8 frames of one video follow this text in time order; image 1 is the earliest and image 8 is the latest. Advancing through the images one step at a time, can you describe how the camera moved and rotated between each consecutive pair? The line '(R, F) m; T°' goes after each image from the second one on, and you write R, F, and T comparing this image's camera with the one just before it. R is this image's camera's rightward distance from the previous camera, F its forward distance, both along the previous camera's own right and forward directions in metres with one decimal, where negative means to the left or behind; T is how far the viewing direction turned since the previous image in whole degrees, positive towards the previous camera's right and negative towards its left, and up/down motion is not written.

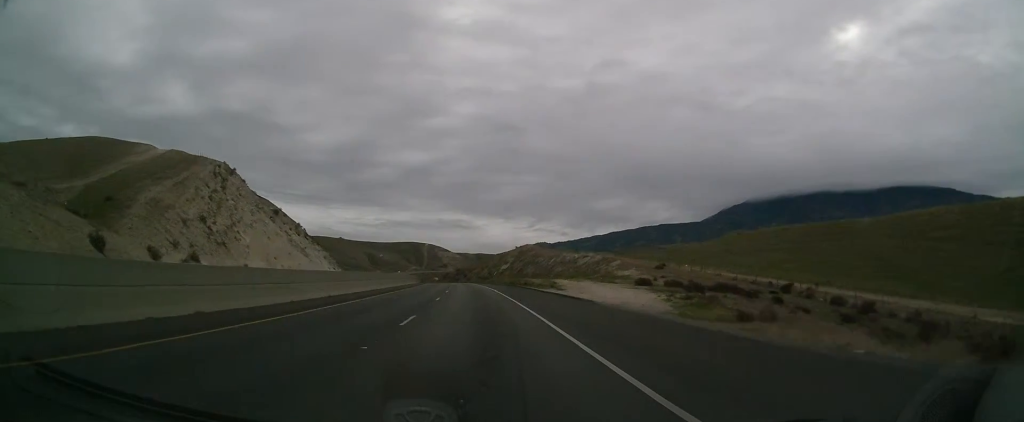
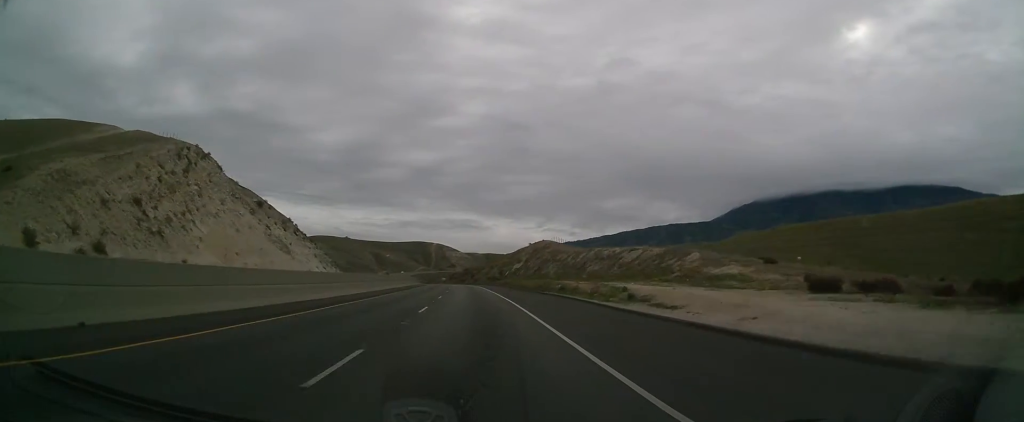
(-0.3, +23.2) m; -1°
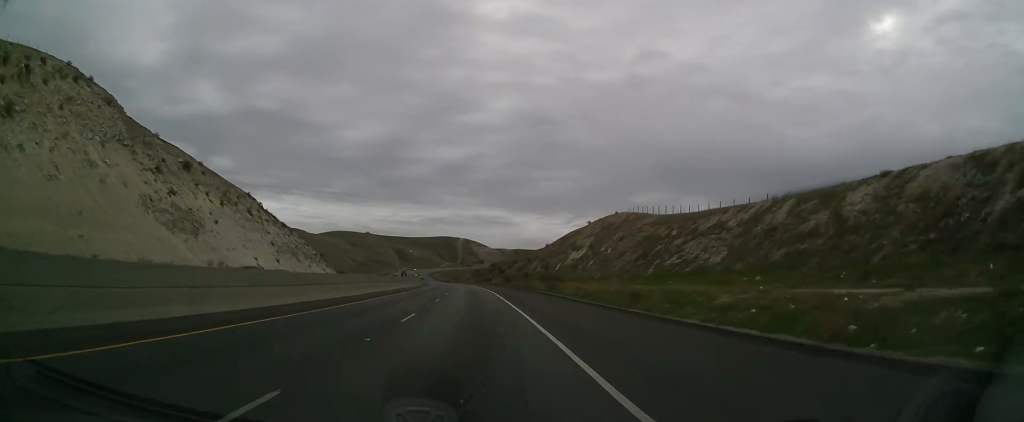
(-1.0, +62.6) m; -1°
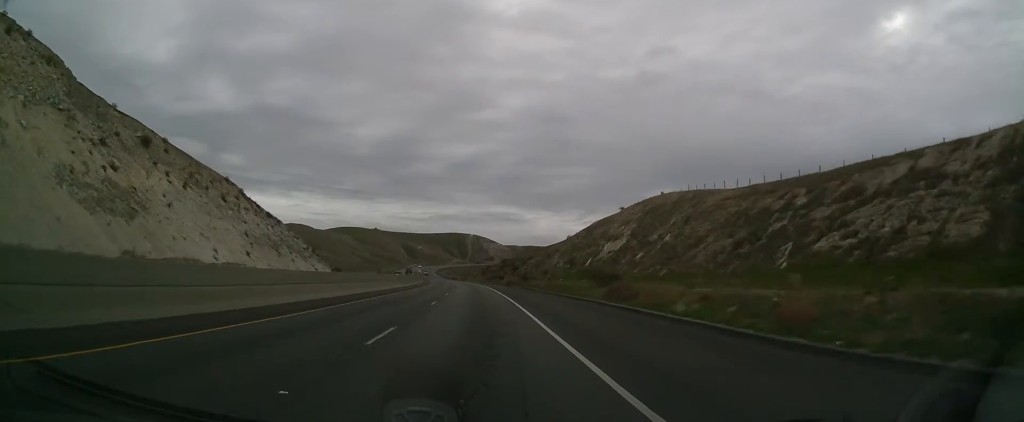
(0.0, +20.9) m; -1°
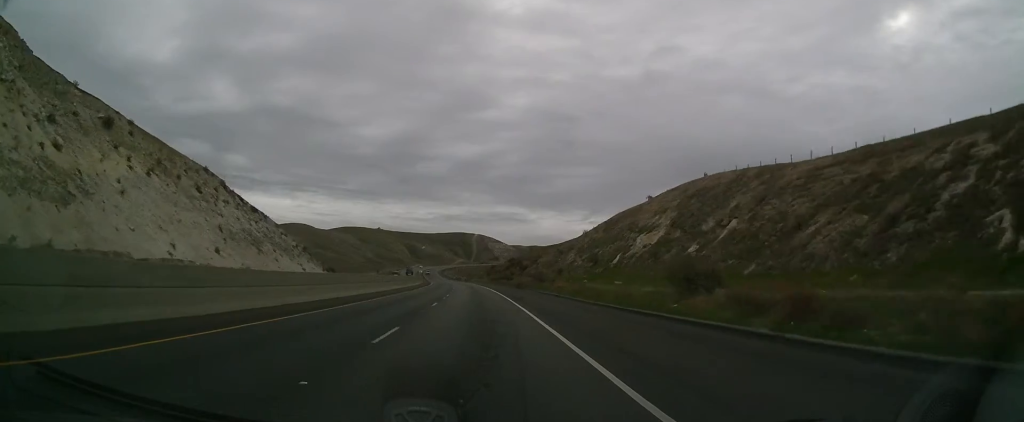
(+0.1, +14.4) m; -1°
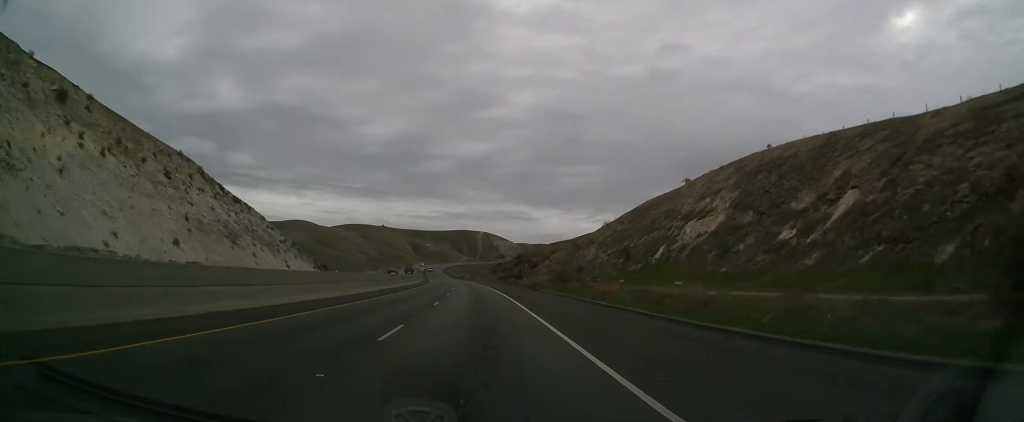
(-0.2, +14.7) m; -1°
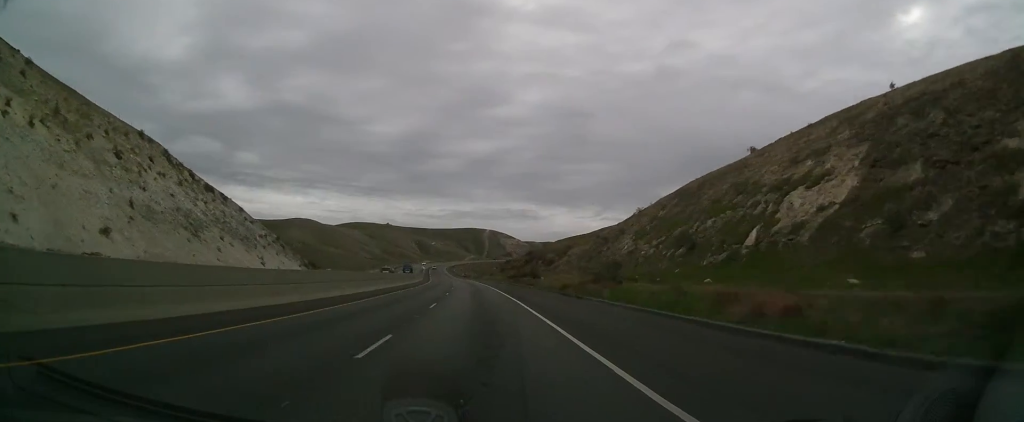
(-0.5, +17.8) m; -1°
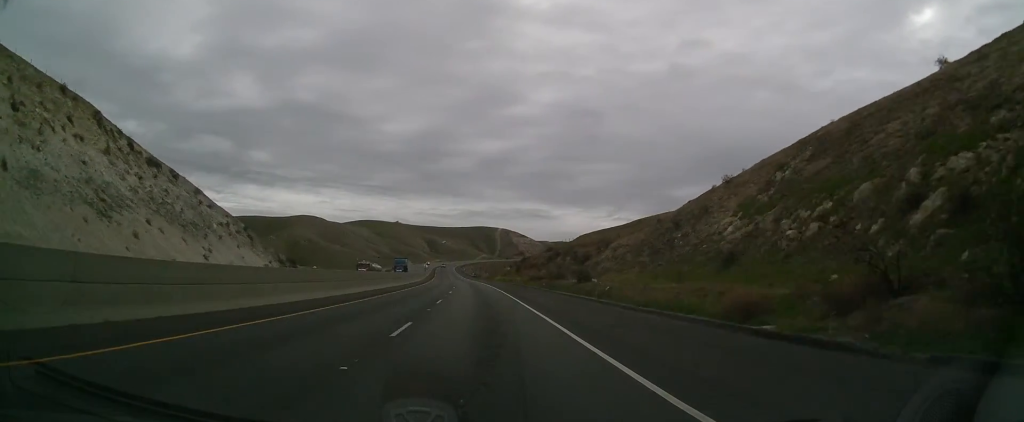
(+0.1, +27.7) m; -1°
